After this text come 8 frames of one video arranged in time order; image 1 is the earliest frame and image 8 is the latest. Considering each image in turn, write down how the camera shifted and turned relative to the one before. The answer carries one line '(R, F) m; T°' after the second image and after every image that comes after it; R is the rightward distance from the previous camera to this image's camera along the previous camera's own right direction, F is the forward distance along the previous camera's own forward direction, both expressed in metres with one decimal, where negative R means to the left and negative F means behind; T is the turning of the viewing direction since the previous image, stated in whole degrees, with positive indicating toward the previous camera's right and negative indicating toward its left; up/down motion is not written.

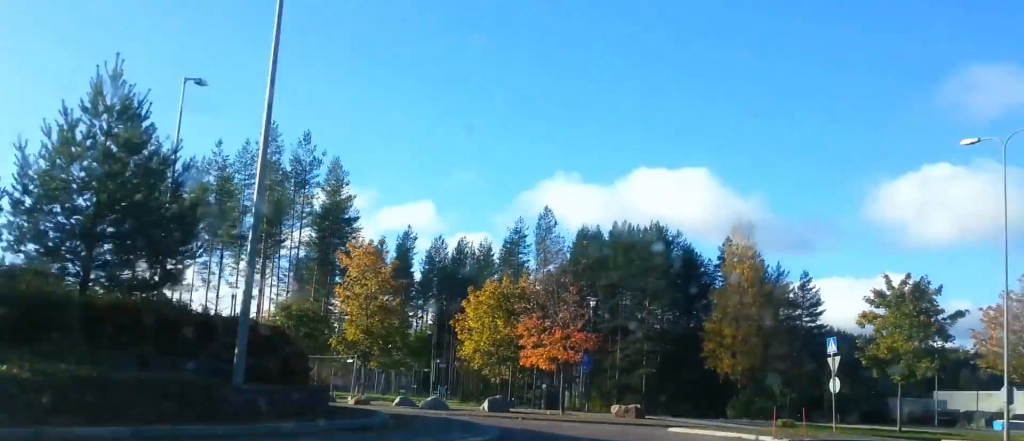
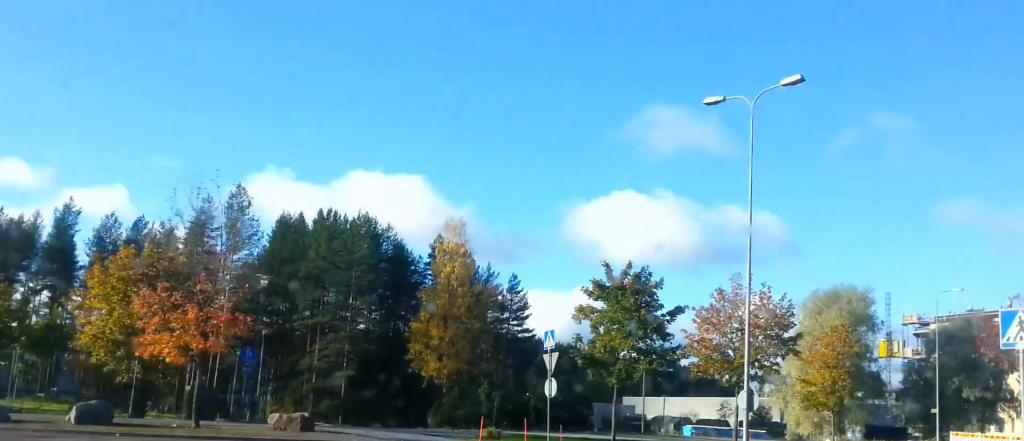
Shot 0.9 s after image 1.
(+0.7, +8.0) m; +14°
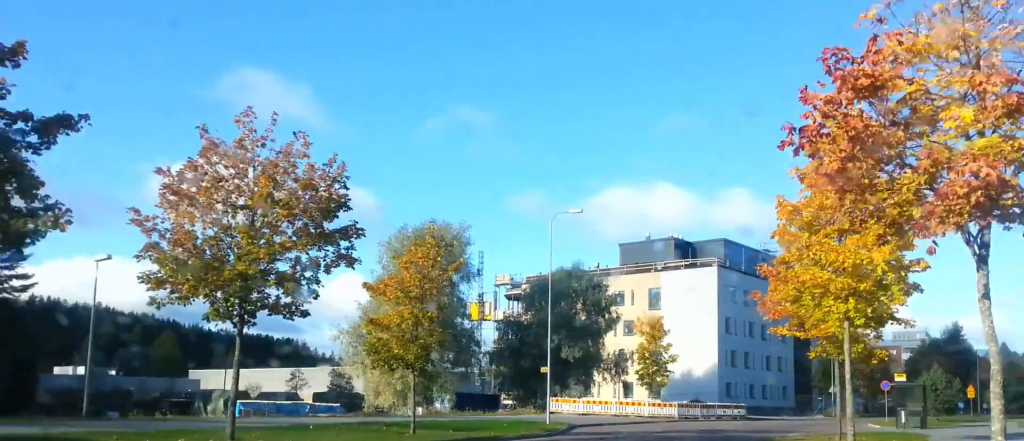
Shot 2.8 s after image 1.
(+6.2, +16.3) m; +36°
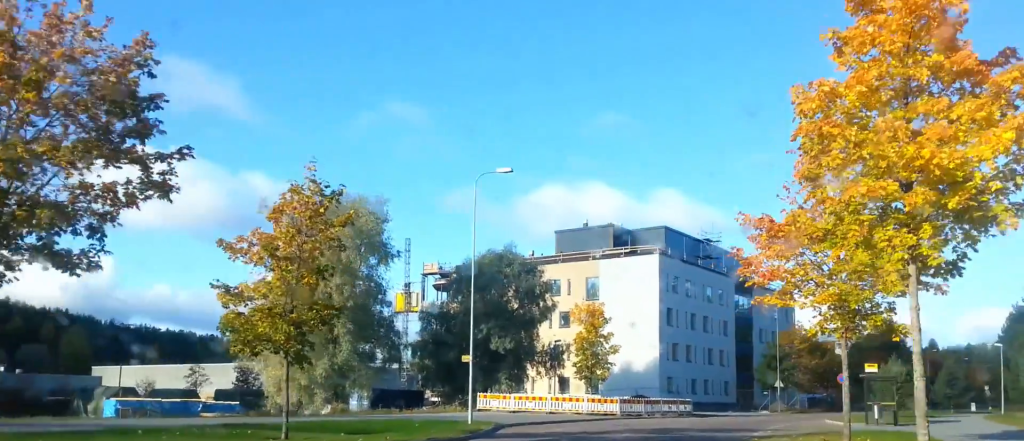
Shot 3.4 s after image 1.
(+0.2, +5.8) m; +4°
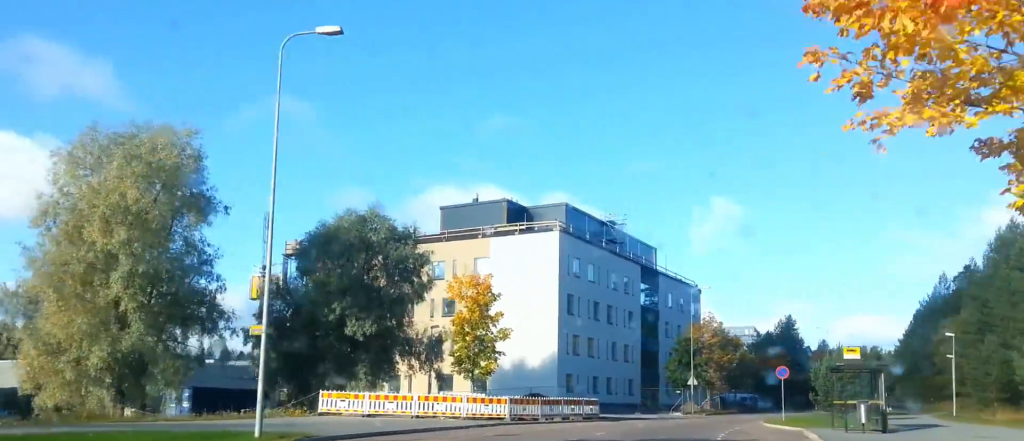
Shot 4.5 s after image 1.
(+0.6, +10.8) m; +2°
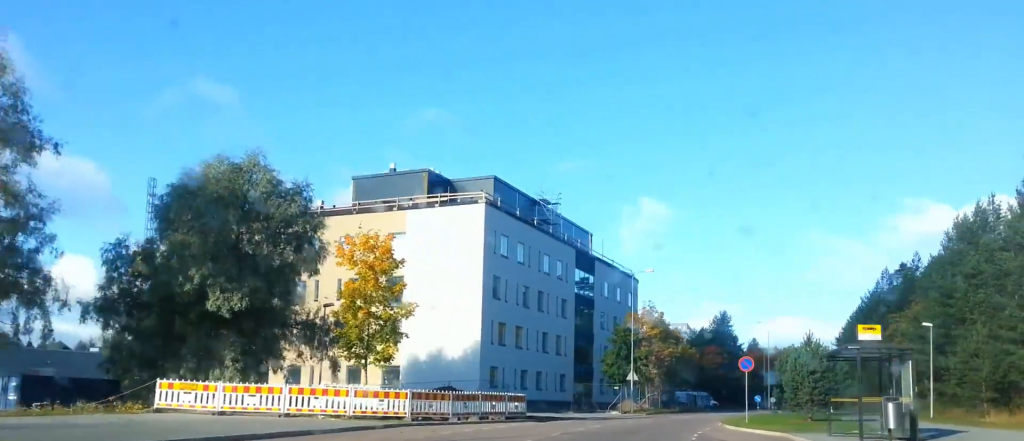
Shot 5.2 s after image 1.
(-0.2, +7.6) m; +5°
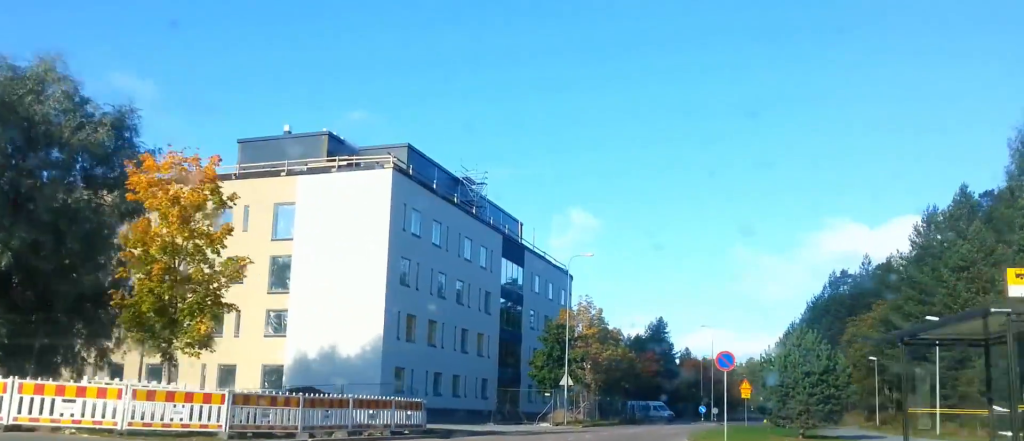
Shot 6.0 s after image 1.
(+0.6, +9.3) m; +10°
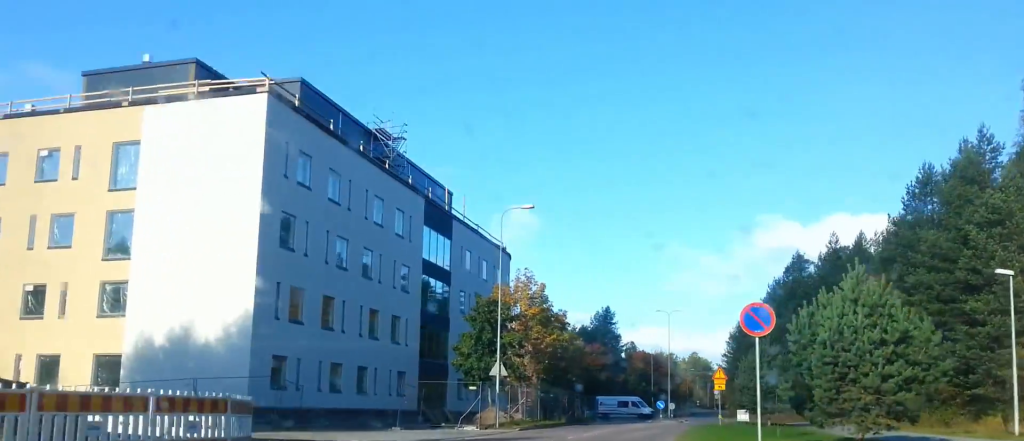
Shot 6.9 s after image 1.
(+1.4, +10.6) m; +11°
